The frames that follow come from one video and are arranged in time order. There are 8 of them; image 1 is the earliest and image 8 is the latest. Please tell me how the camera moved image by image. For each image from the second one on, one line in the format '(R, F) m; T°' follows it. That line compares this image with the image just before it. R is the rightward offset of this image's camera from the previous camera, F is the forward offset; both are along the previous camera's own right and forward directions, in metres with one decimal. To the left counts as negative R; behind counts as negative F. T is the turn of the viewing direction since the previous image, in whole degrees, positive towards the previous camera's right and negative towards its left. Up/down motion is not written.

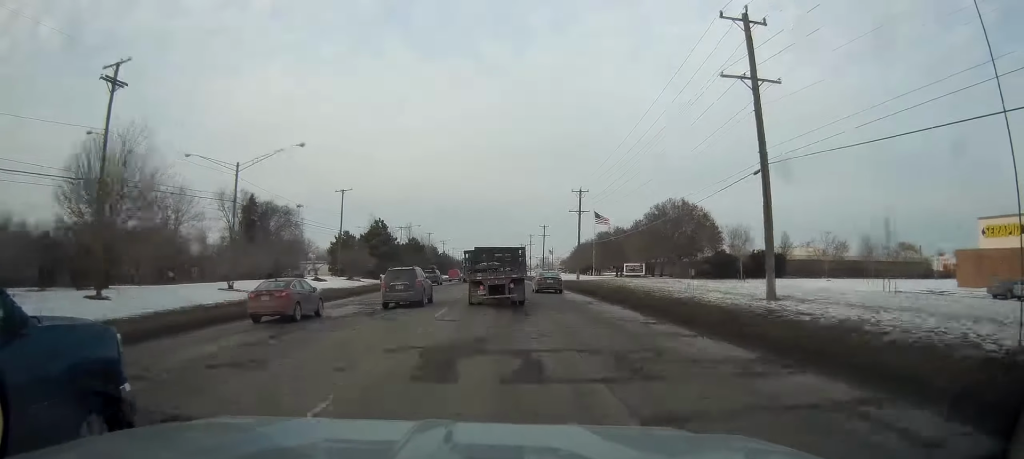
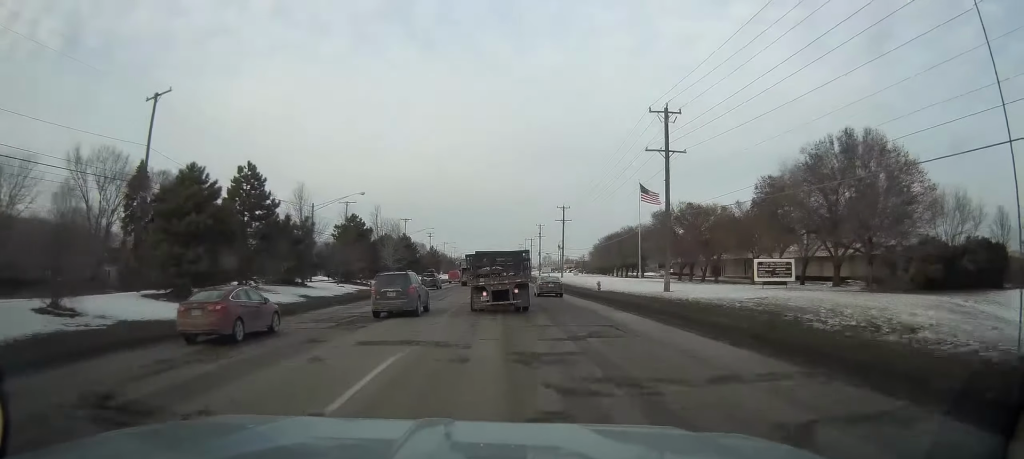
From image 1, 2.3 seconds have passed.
(+0.2, +45.3) m; +1°
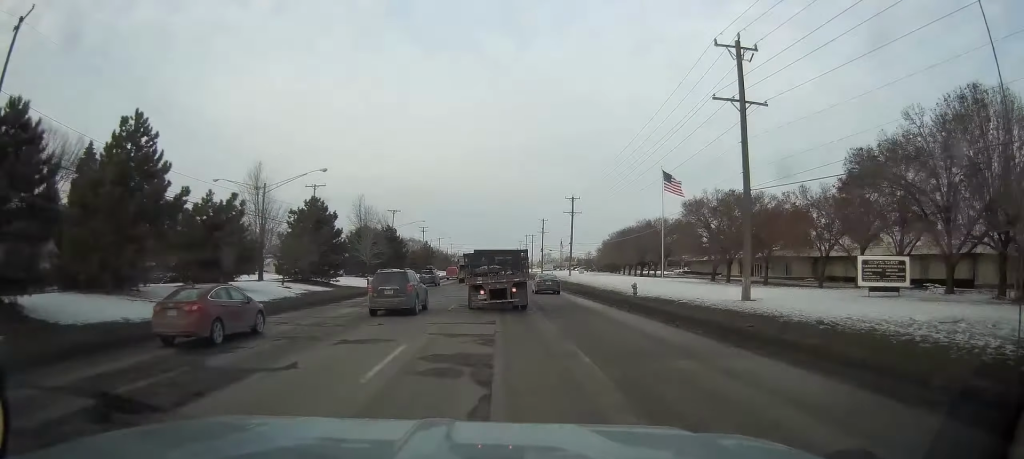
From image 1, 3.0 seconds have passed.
(-0.2, +13.8) m; 0°
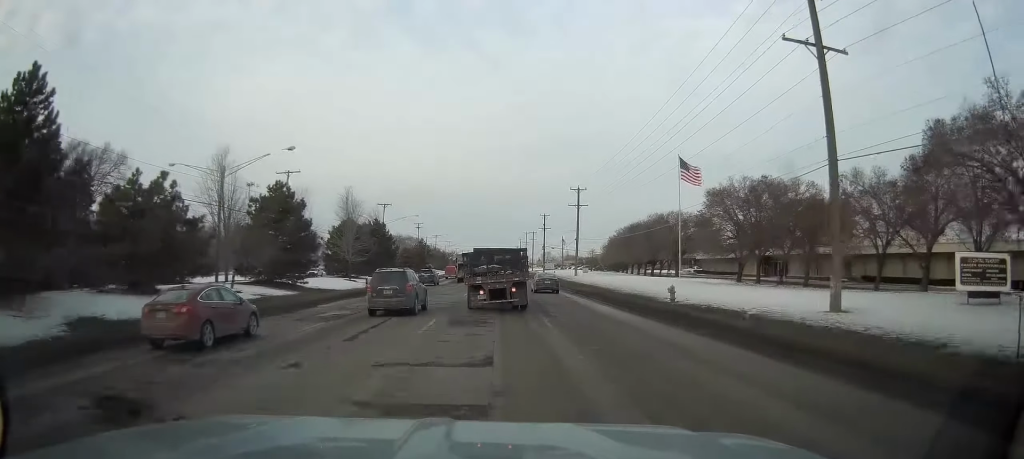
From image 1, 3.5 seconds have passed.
(-0.3, +8.1) m; 0°
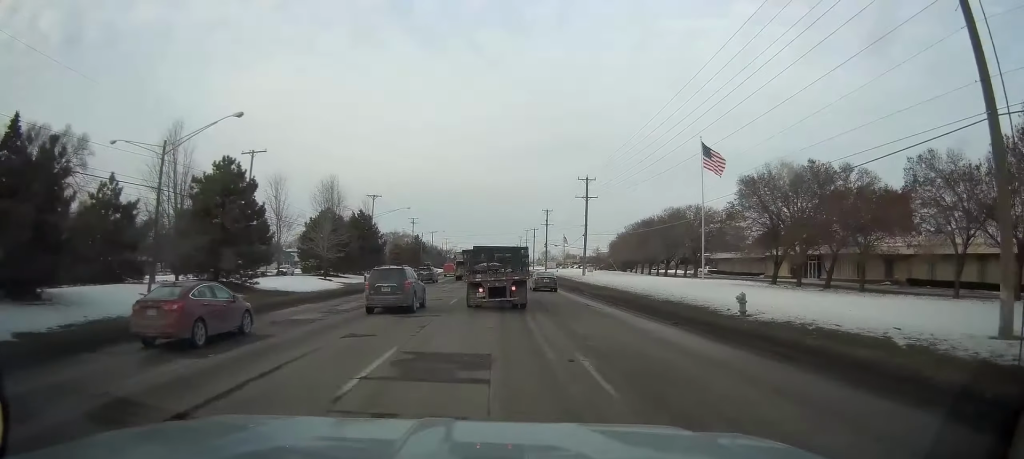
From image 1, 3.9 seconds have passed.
(+0.2, +8.6) m; 0°
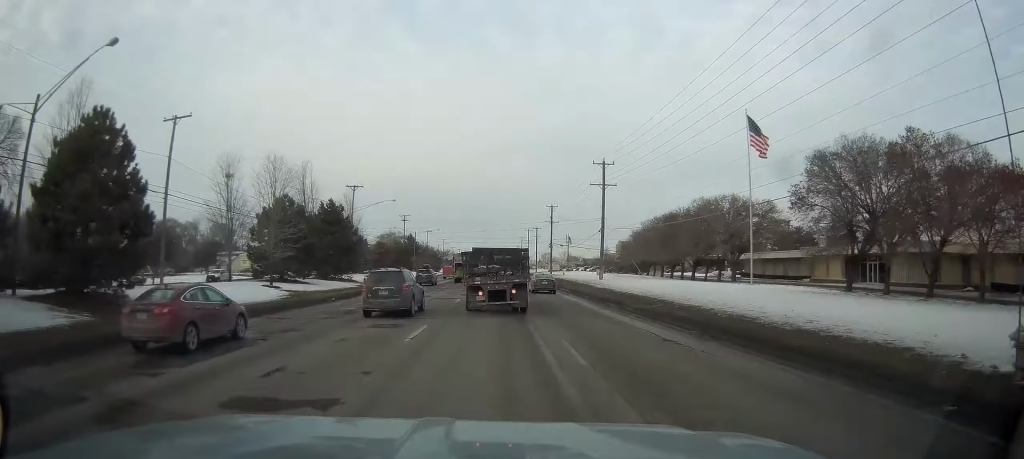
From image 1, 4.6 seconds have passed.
(+0.3, +12.8) m; 0°
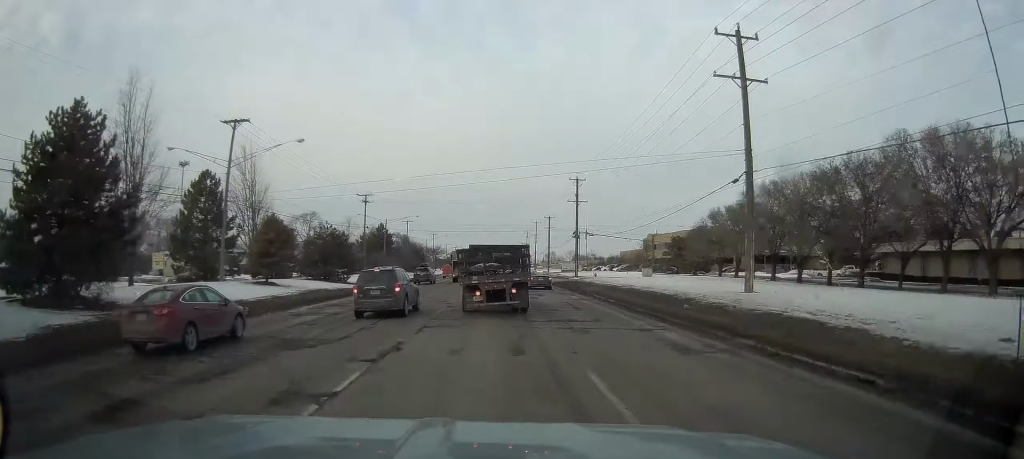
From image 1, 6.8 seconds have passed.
(+0.2, +38.5) m; +1°
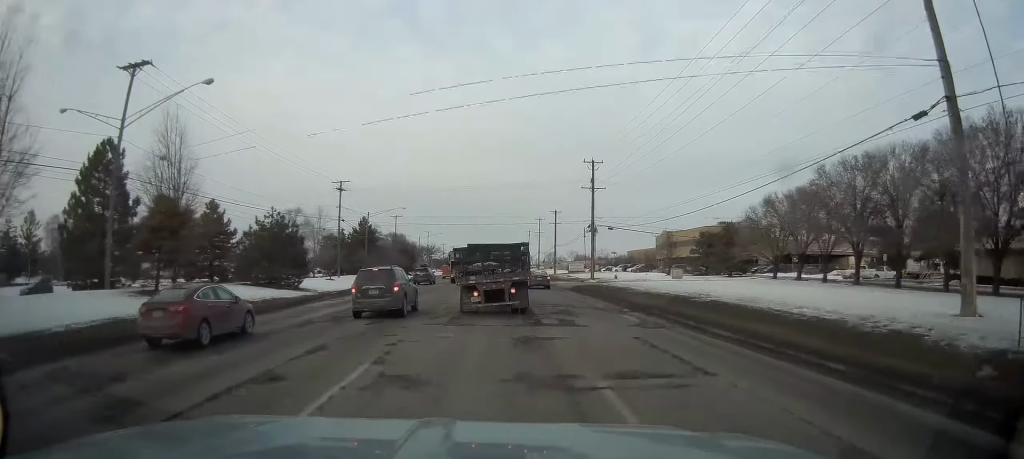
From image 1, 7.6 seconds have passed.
(0.0, +14.4) m; -2°
